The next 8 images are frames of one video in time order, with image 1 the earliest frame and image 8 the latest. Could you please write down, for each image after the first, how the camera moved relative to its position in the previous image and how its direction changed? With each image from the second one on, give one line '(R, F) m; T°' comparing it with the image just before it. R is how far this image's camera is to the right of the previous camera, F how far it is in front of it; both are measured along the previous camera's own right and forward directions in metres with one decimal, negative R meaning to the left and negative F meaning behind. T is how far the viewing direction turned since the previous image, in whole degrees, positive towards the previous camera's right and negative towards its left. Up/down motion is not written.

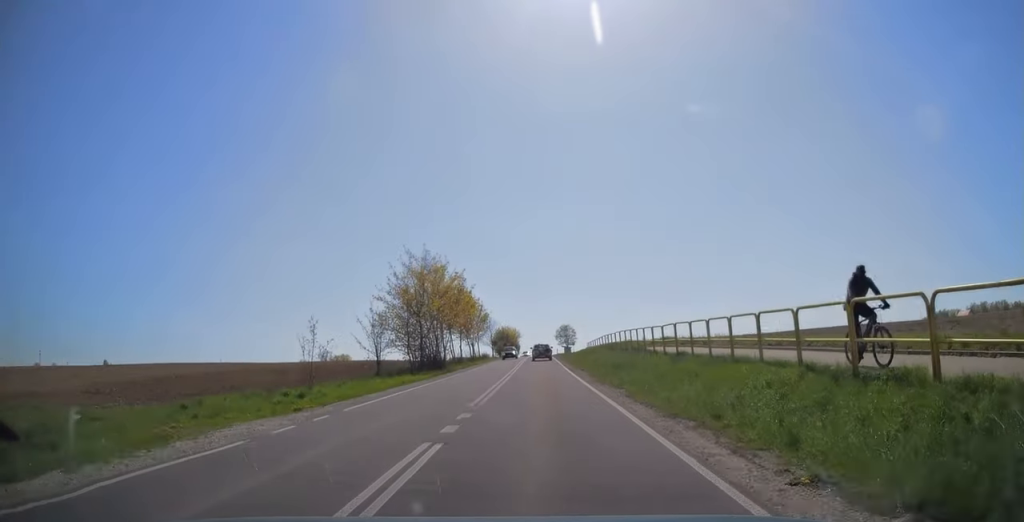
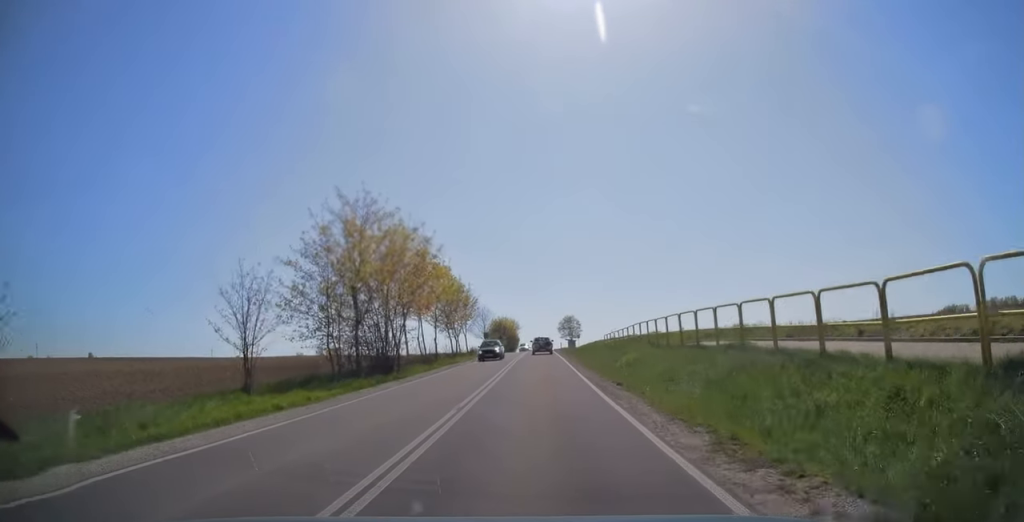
(+0.2, +14.8) m; 0°
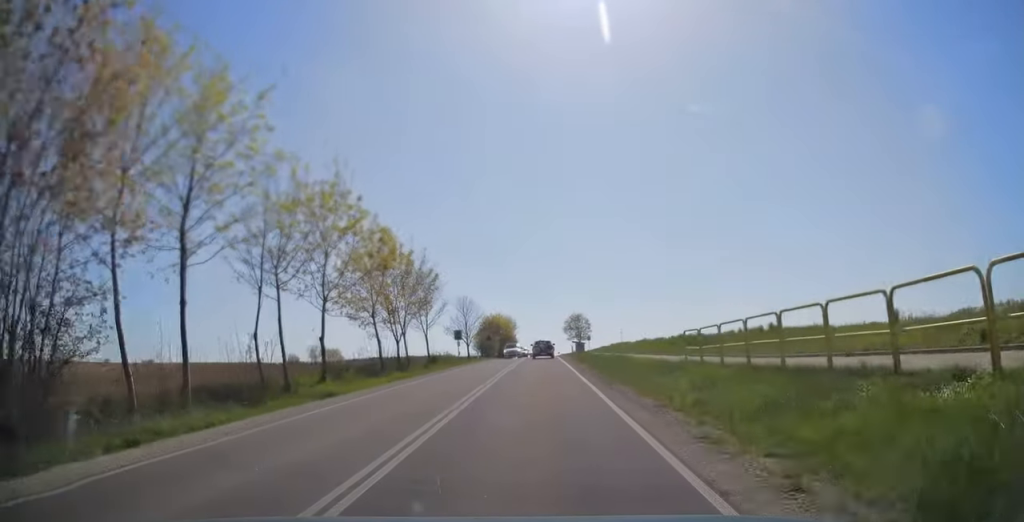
(-0.1, +24.2) m; 0°
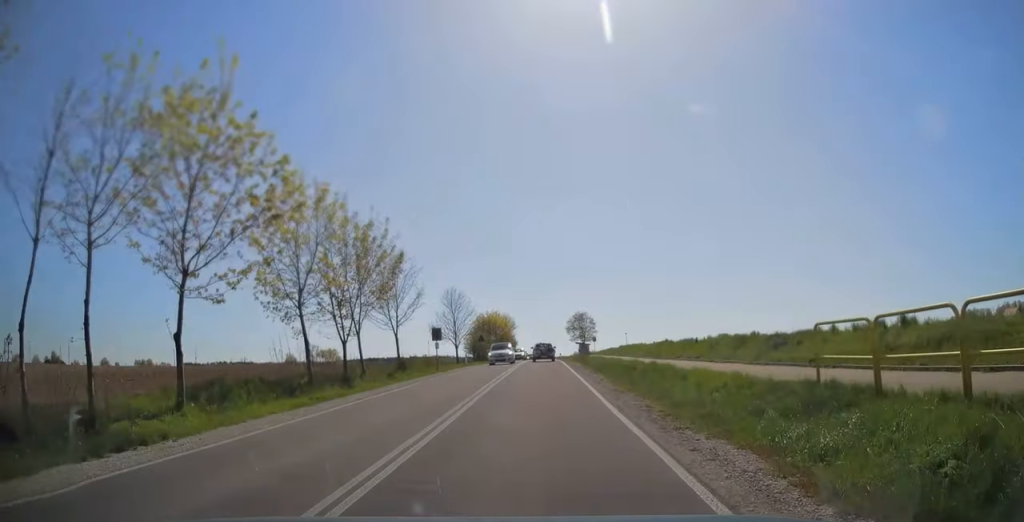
(0.0, +9.5) m; 0°
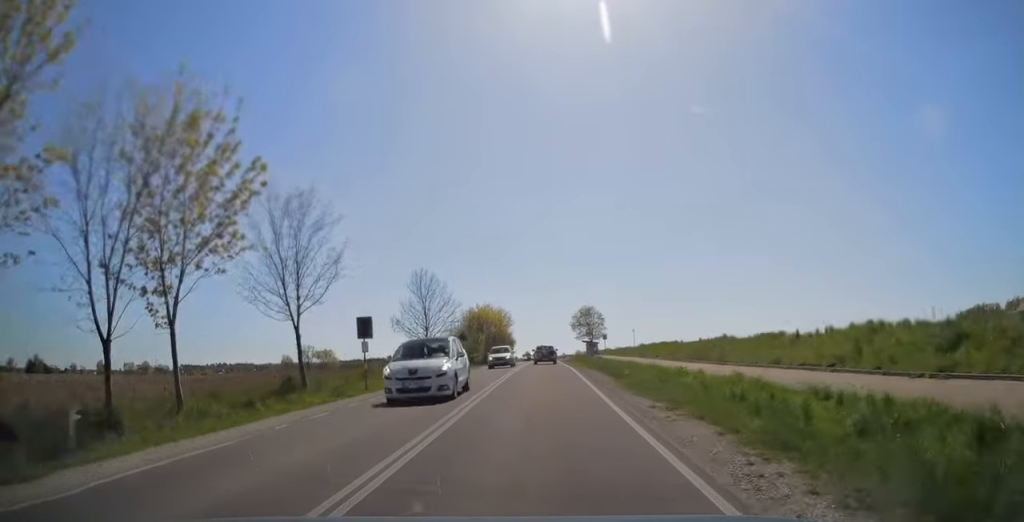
(+0.1, +14.7) m; 0°
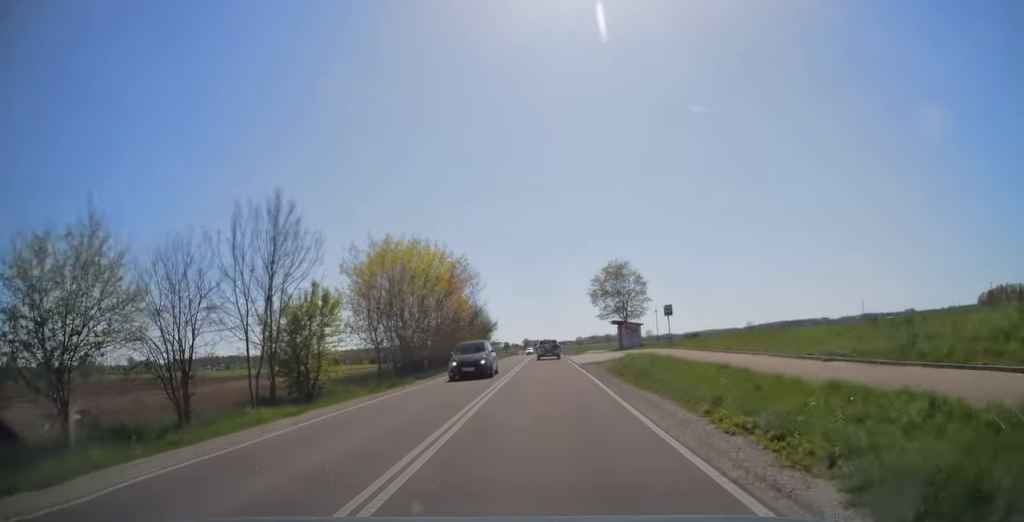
(-0.5, +43.8) m; -1°
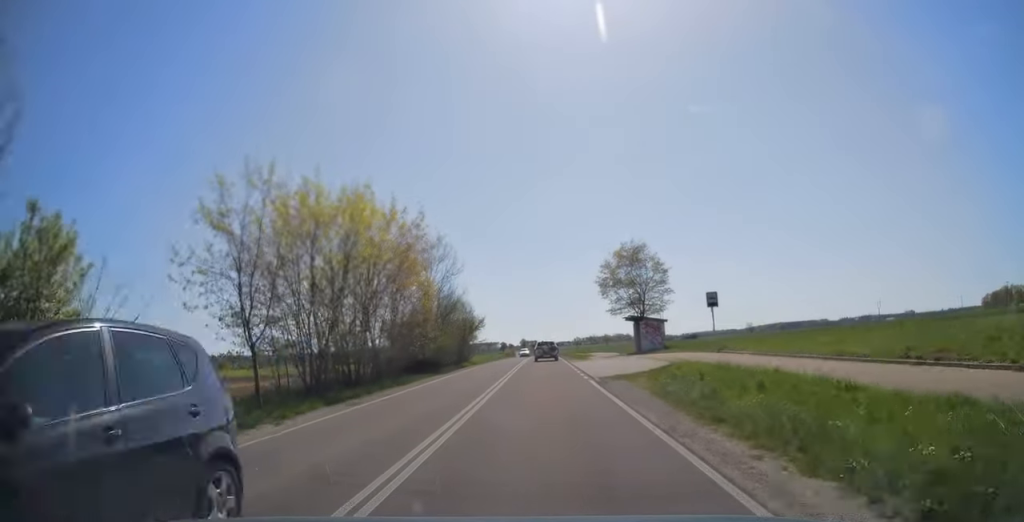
(0.0, +11.7) m; 0°
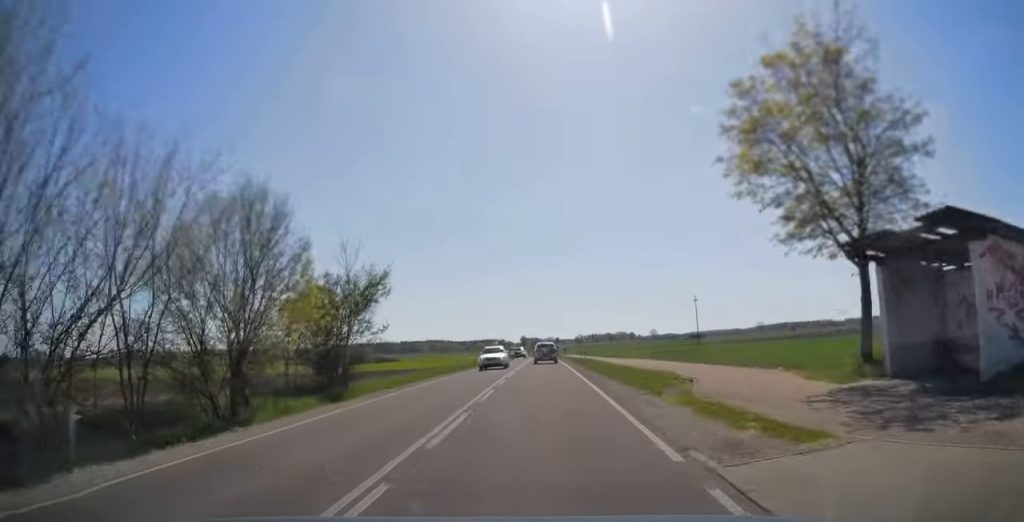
(+0.2, +34.8) m; 0°
